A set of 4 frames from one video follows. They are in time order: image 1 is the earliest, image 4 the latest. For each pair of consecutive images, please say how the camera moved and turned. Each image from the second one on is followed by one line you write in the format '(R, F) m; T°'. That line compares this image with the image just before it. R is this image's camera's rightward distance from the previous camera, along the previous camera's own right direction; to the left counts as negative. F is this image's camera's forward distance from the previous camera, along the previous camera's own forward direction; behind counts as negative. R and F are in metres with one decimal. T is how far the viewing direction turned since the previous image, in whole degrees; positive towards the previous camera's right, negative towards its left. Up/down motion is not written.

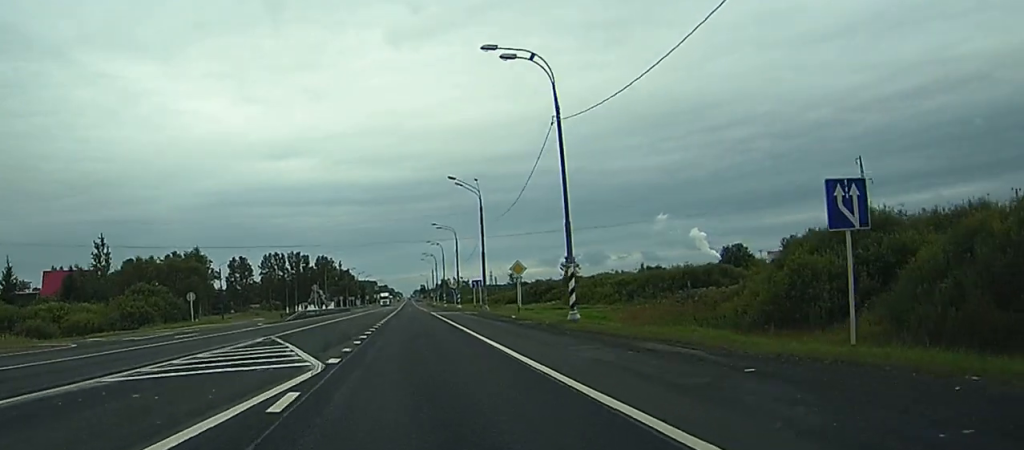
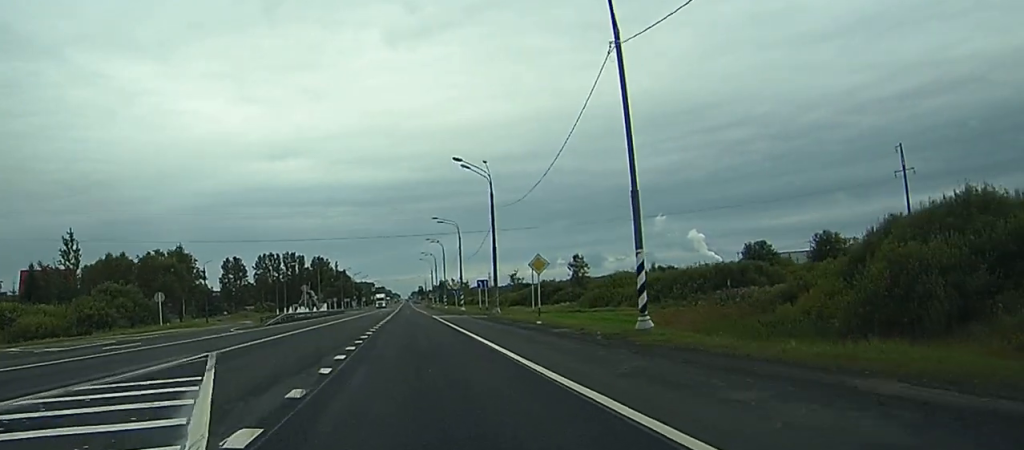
(0.0, +10.3) m; 0°
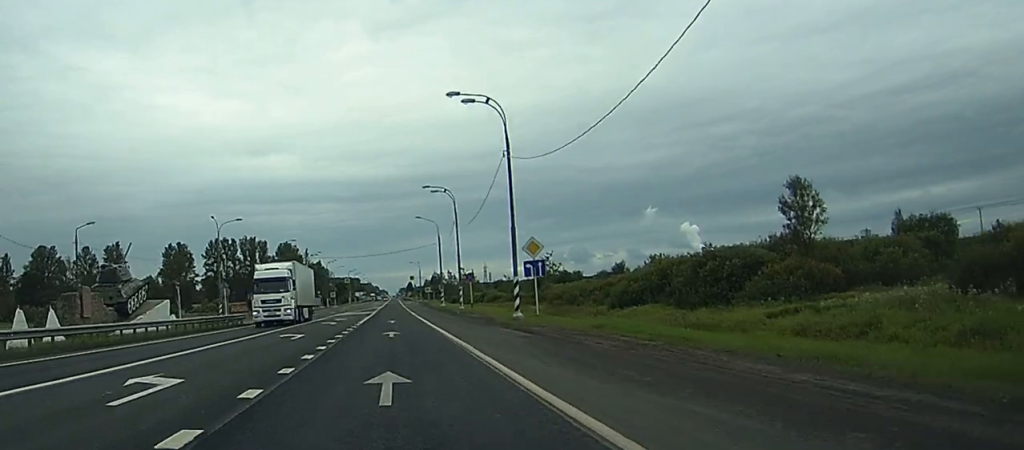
(+0.6, +94.7) m; +1°
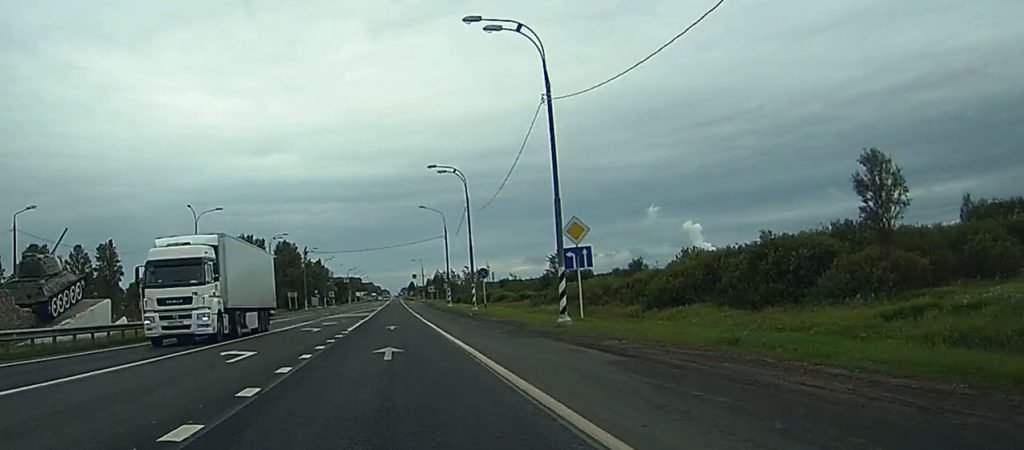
(0.0, +11.6) m; 0°
